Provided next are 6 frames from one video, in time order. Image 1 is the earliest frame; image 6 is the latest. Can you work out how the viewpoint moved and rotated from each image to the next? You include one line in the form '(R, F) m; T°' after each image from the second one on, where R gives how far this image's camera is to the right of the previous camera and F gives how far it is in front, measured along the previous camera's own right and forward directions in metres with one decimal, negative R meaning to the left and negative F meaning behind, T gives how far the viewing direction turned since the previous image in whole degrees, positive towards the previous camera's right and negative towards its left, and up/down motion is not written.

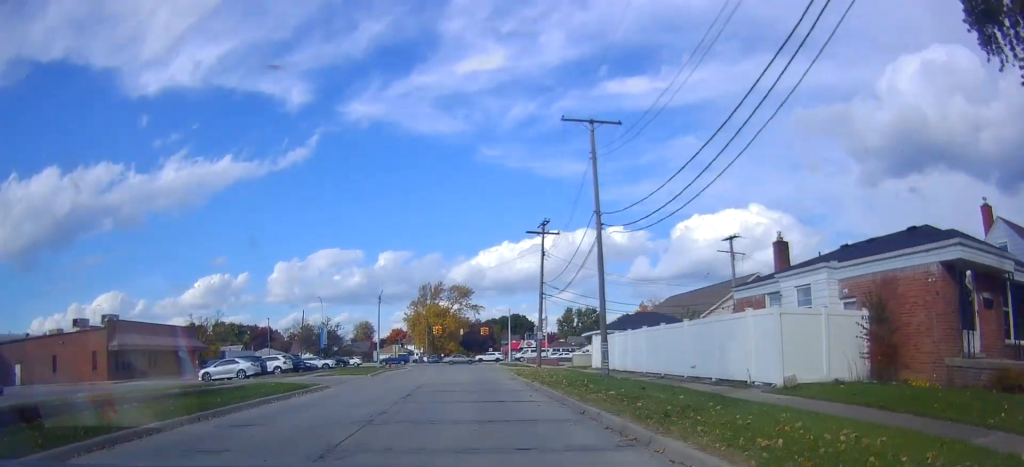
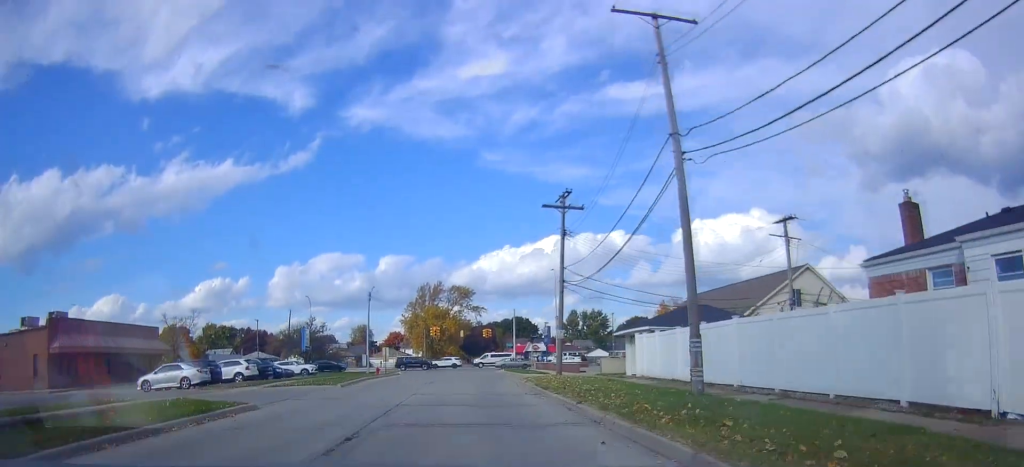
(0.0, +9.0) m; -1°
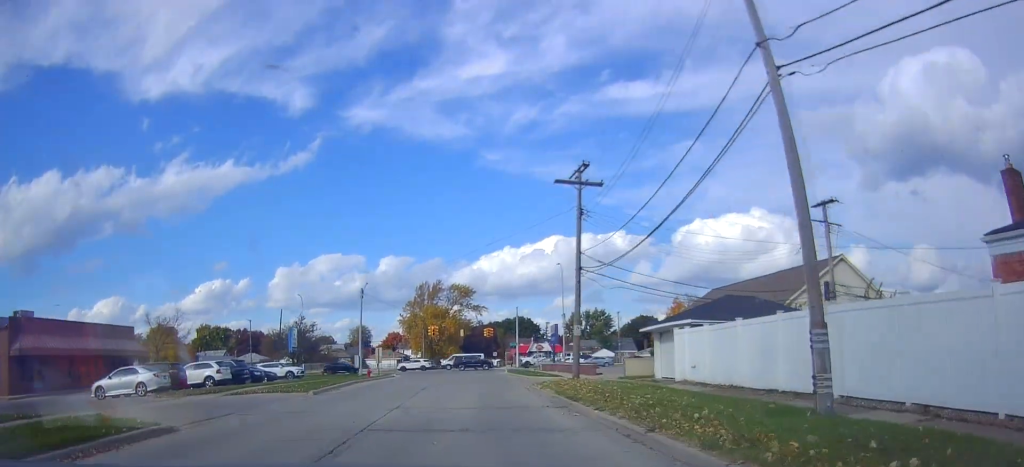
(0.0, +5.2) m; -1°
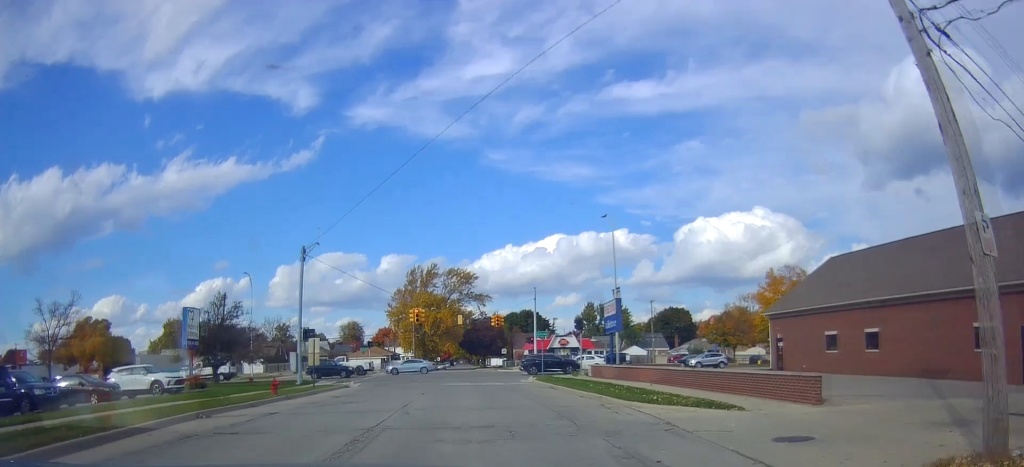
(+0.1, +24.0) m; +2°
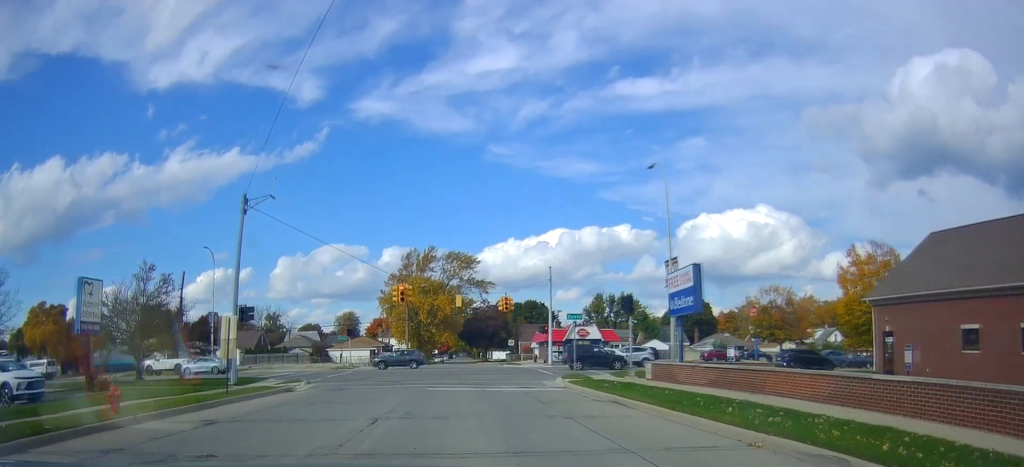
(0.0, +12.5) m; 0°
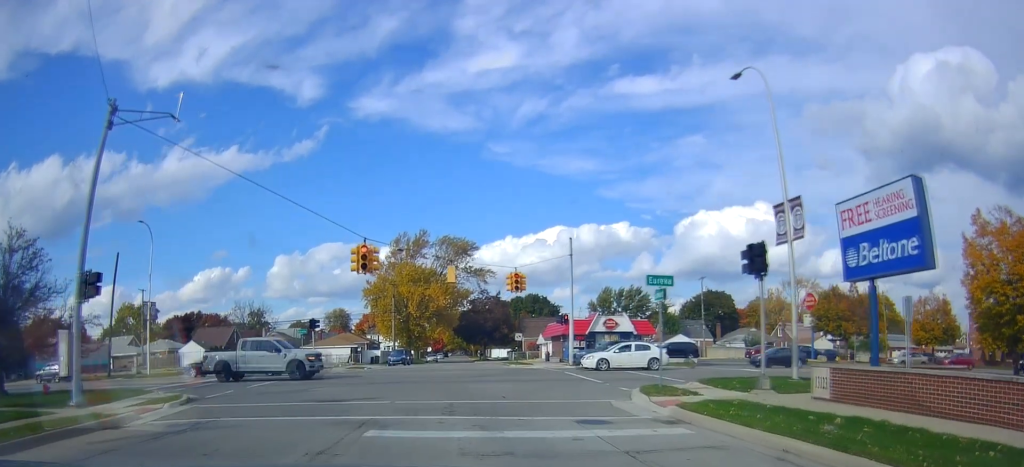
(0.0, +16.3) m; 0°
